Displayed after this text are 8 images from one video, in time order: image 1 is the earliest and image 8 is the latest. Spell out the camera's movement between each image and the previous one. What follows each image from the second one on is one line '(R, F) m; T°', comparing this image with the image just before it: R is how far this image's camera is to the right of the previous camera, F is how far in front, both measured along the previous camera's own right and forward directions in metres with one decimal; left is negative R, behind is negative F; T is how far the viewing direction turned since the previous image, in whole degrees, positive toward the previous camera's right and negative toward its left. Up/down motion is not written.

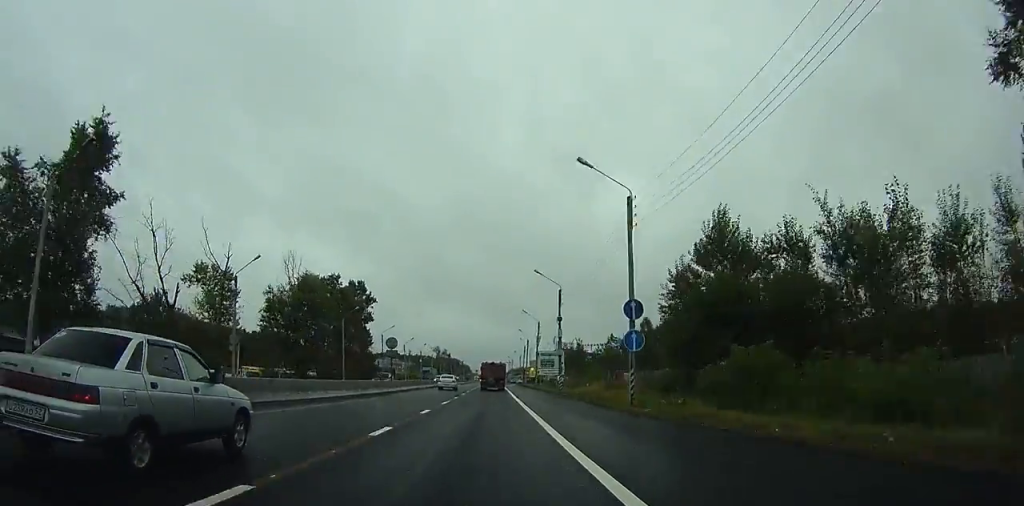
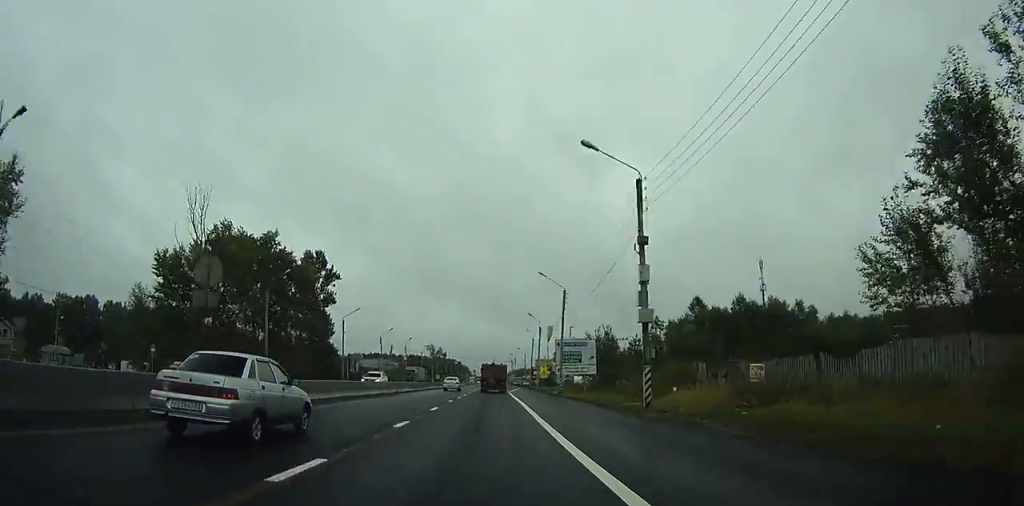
(0.0, +32.0) m; 0°
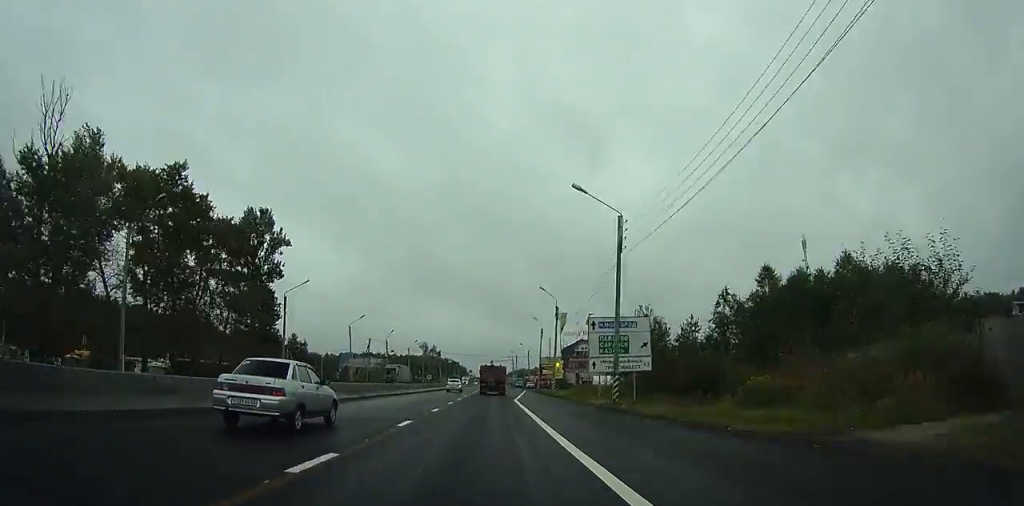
(0.0, +24.1) m; 0°
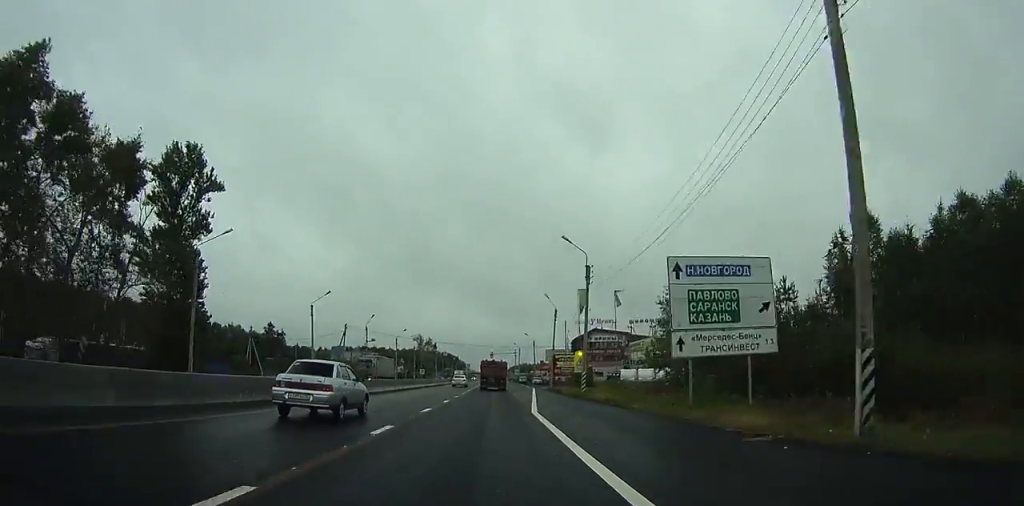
(0.0, +19.0) m; 0°
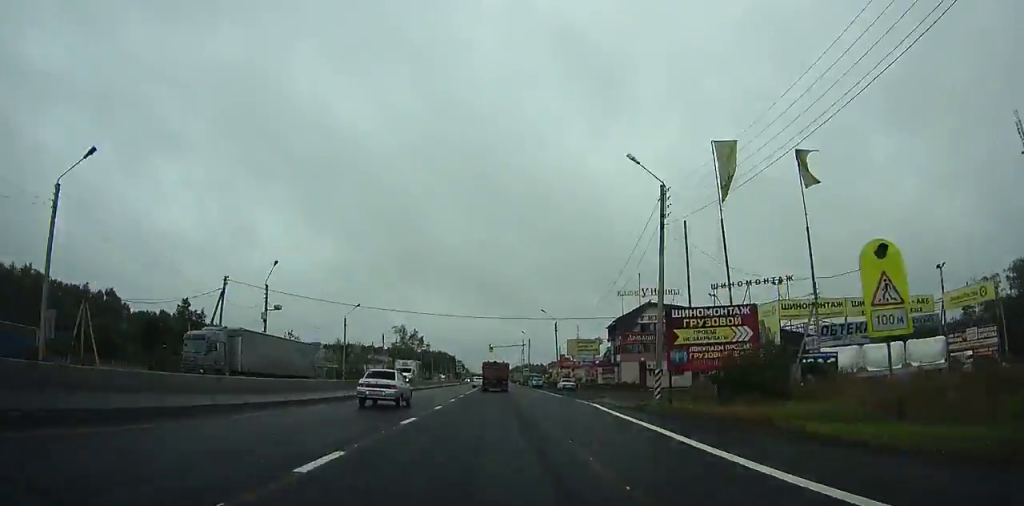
(+0.1, +42.6) m; 0°
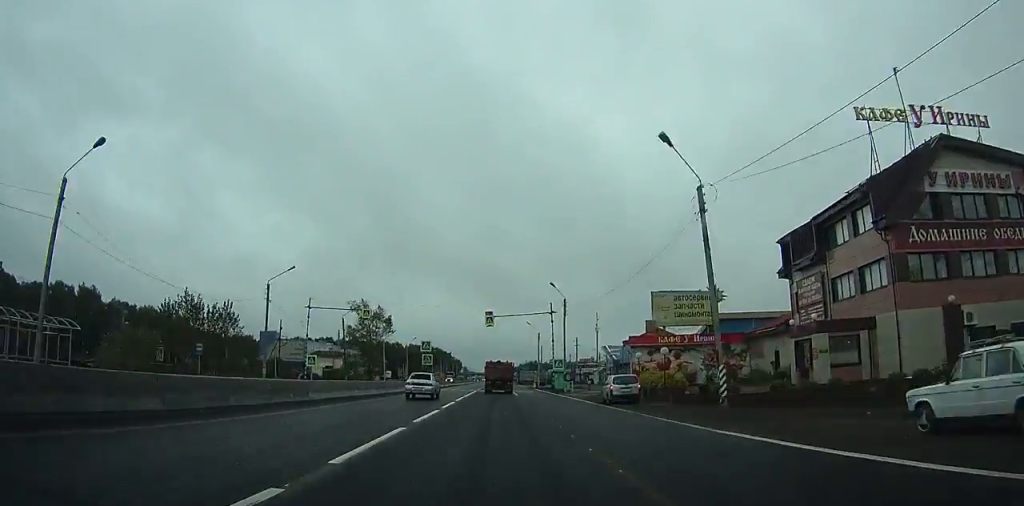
(-0.4, +54.0) m; -1°
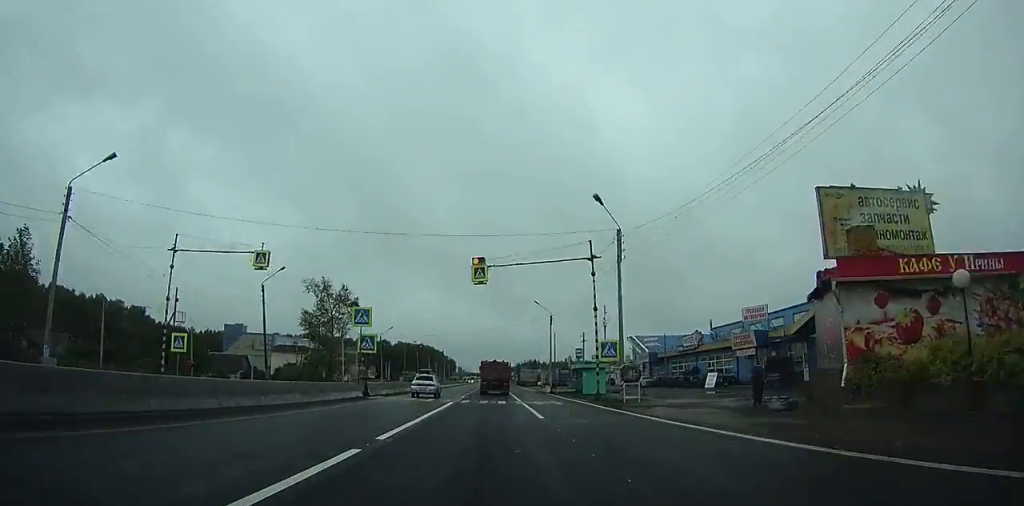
(0.0, +26.8) m; 0°
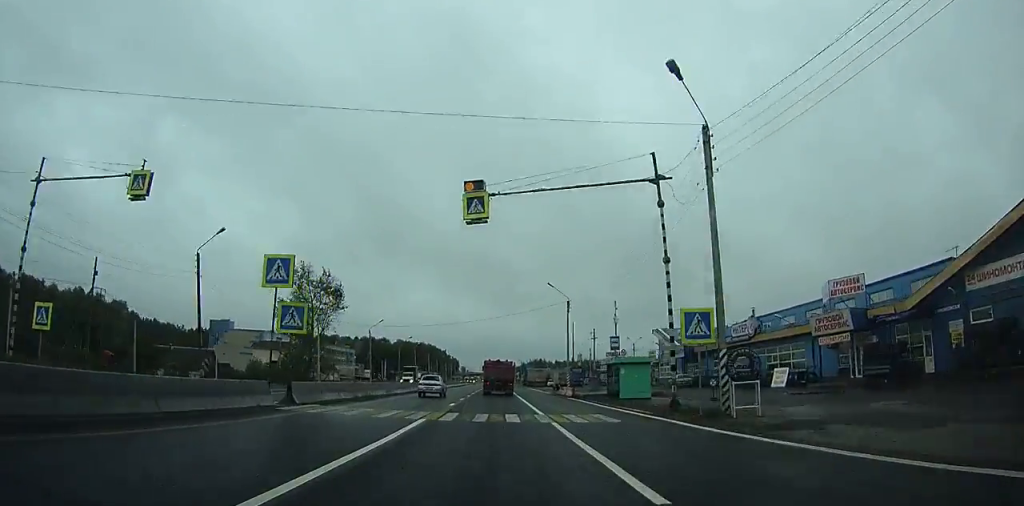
(0.0, +13.3) m; 0°
